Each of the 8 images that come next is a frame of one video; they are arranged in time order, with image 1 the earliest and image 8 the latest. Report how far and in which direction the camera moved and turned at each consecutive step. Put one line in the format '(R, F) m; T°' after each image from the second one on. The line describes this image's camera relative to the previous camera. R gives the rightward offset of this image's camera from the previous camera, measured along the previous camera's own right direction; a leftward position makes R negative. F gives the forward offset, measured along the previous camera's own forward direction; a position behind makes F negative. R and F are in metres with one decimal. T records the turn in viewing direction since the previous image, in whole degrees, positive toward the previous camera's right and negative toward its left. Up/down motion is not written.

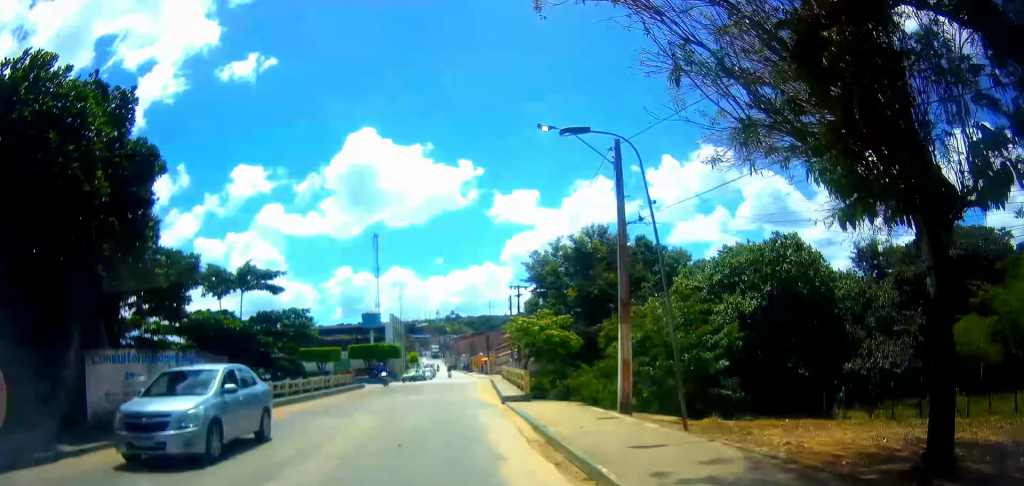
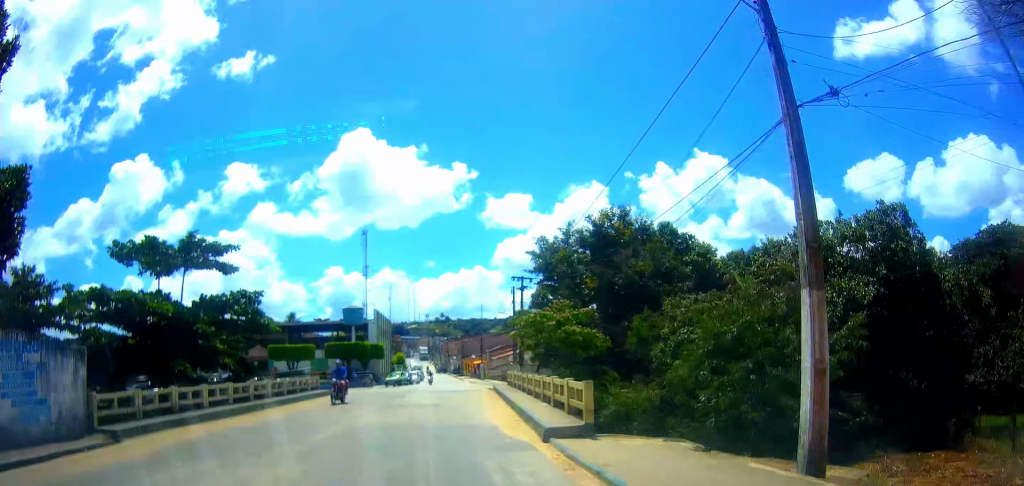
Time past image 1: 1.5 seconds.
(+0.9, +9.3) m; +9°
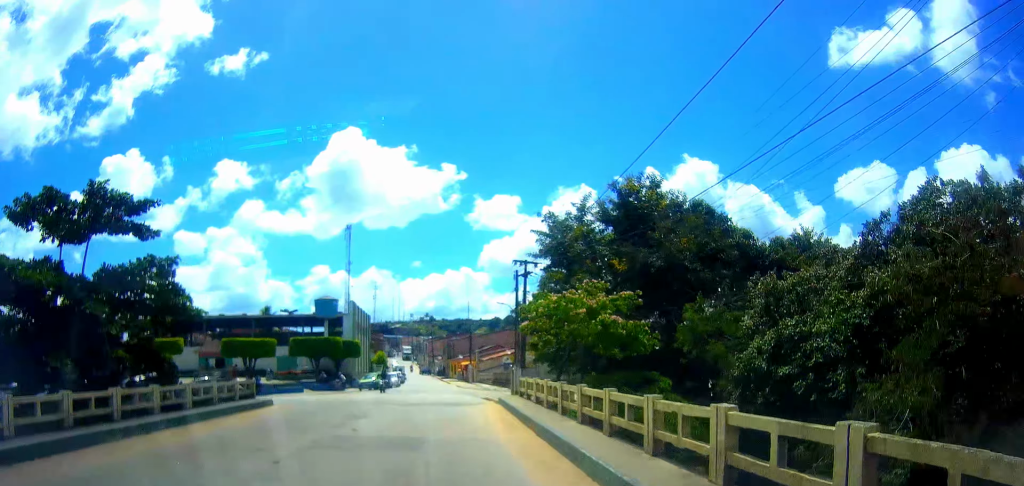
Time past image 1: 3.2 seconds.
(+0.6, +9.9) m; +7°
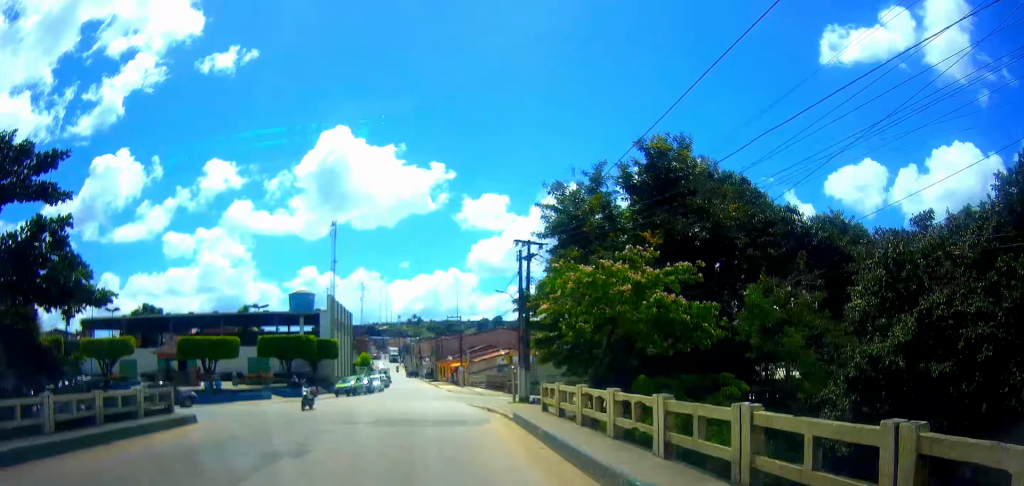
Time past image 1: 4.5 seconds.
(0.0, +6.5) m; -3°
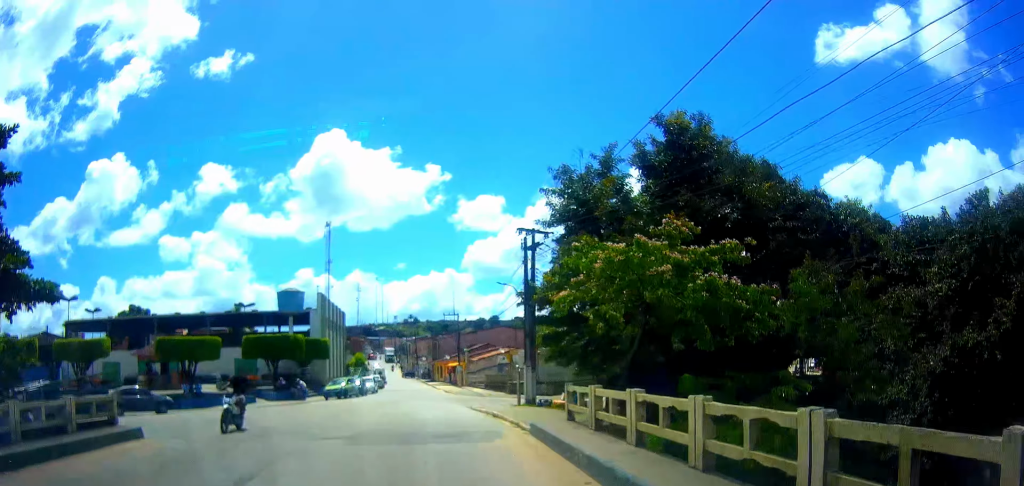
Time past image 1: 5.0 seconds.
(-0.1, +3.1) m; -2°
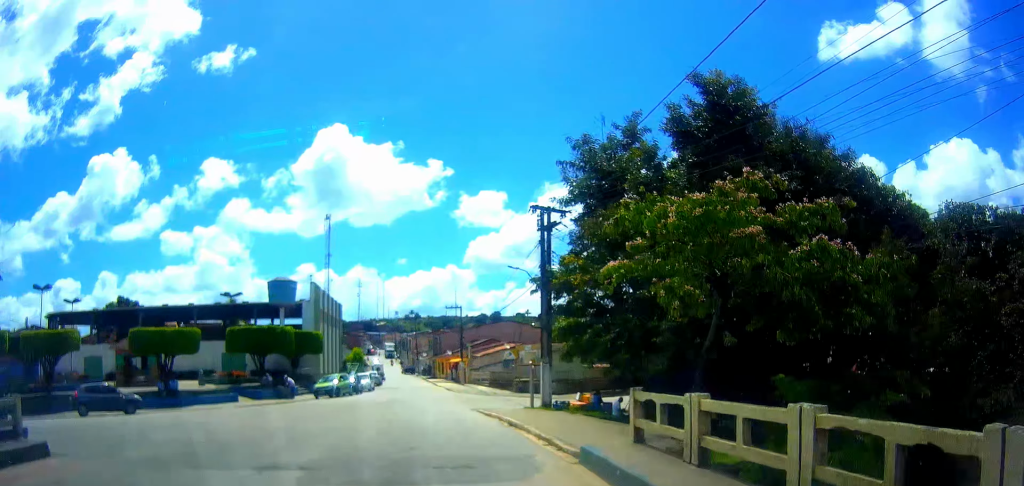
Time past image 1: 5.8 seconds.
(0.0, +4.0) m; 0°
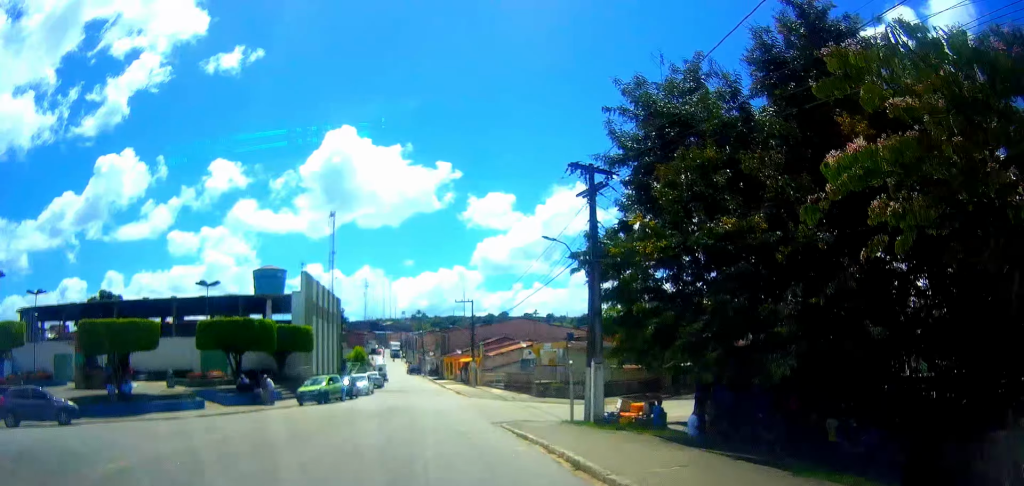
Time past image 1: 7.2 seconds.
(+0.3, +7.5) m; +5°
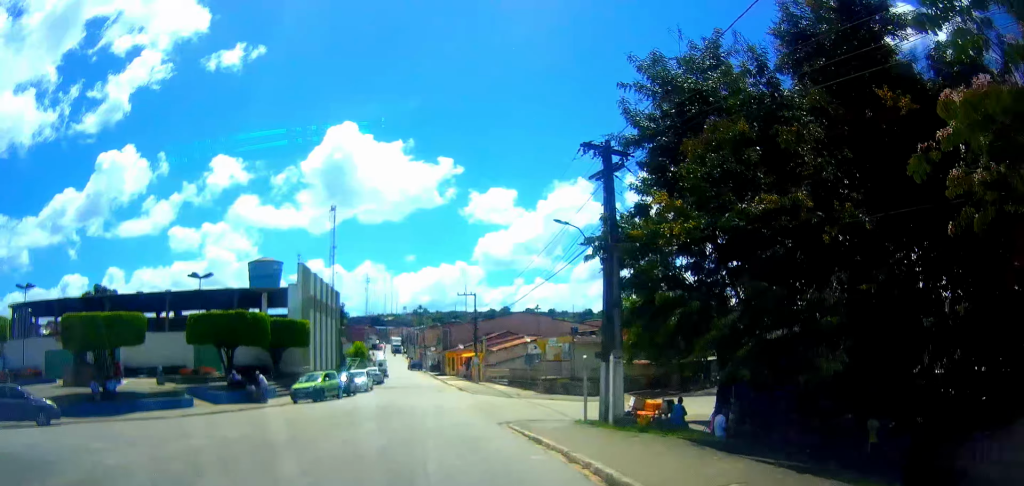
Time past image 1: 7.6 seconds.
(+0.1, +1.9) m; +1°
